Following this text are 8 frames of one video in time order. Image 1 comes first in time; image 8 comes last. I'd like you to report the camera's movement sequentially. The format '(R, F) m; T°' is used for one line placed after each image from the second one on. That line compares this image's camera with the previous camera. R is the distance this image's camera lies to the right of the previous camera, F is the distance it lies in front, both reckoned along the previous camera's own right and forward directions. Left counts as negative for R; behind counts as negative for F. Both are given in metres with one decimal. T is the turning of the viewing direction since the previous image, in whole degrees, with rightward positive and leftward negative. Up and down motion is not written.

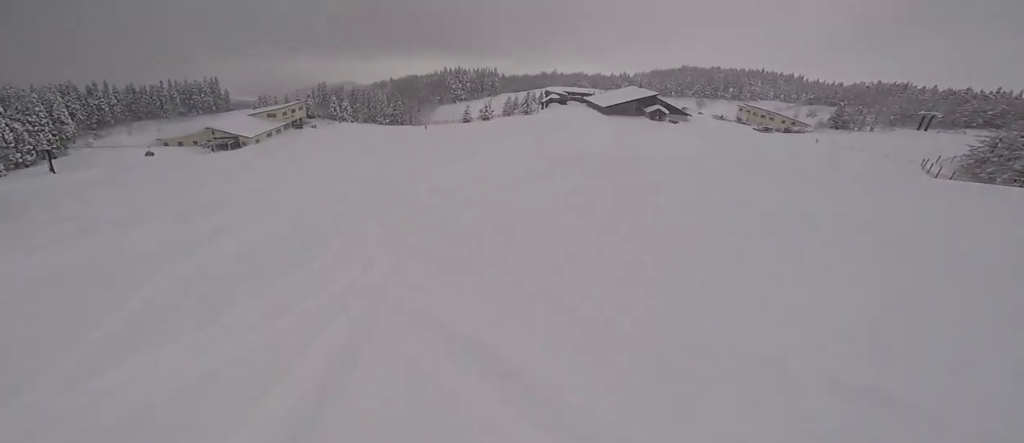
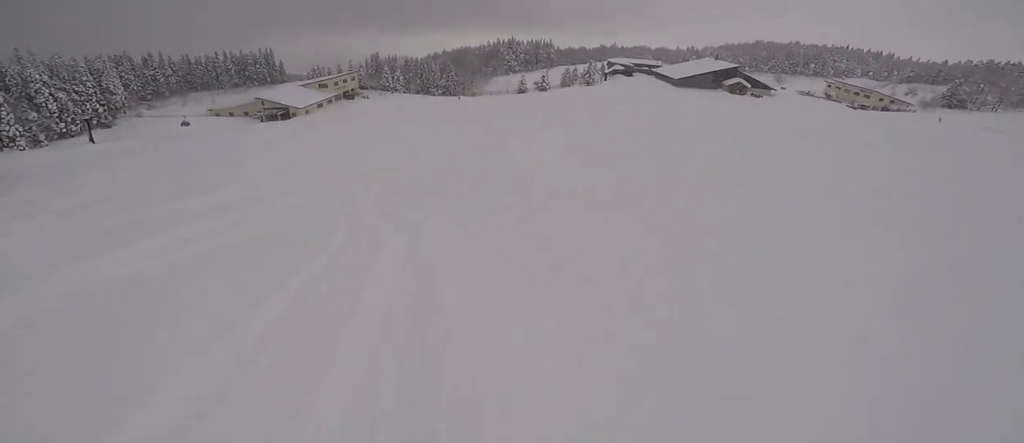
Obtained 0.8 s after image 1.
(-0.6, +9.9) m; -10°
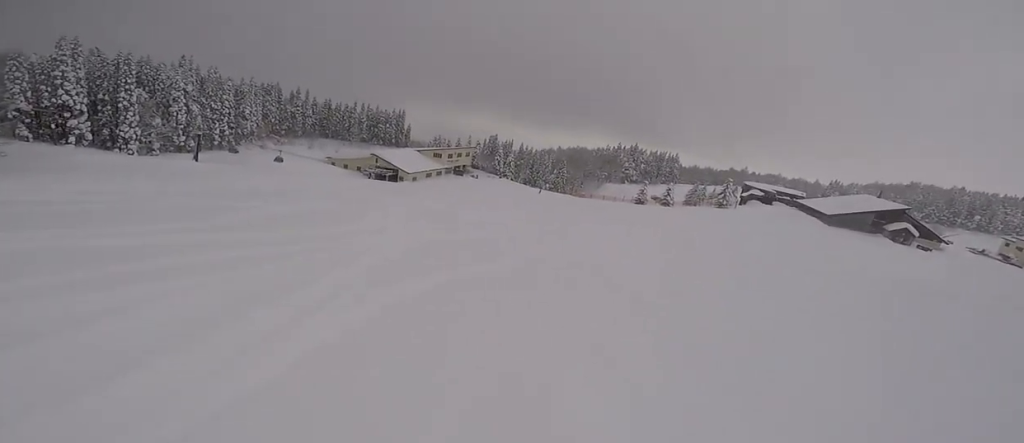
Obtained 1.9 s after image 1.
(-1.9, +14.1) m; -4°
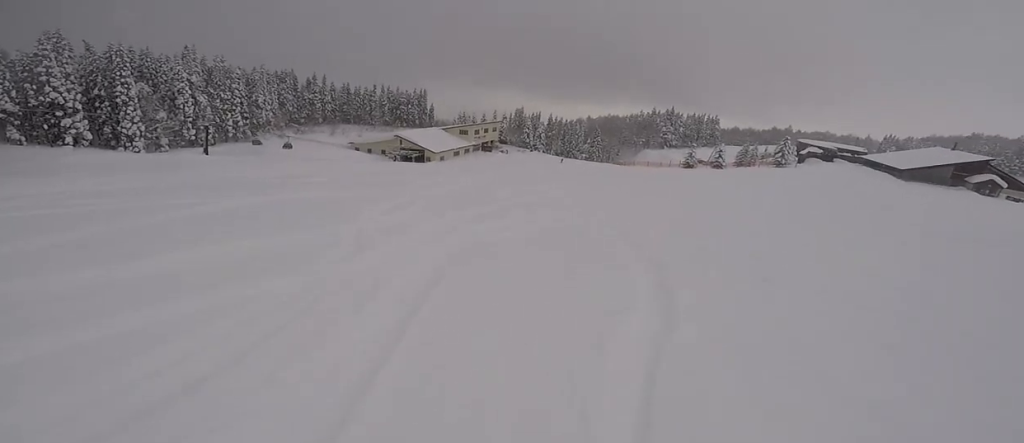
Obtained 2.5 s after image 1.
(+0.7, +7.8) m; +2°
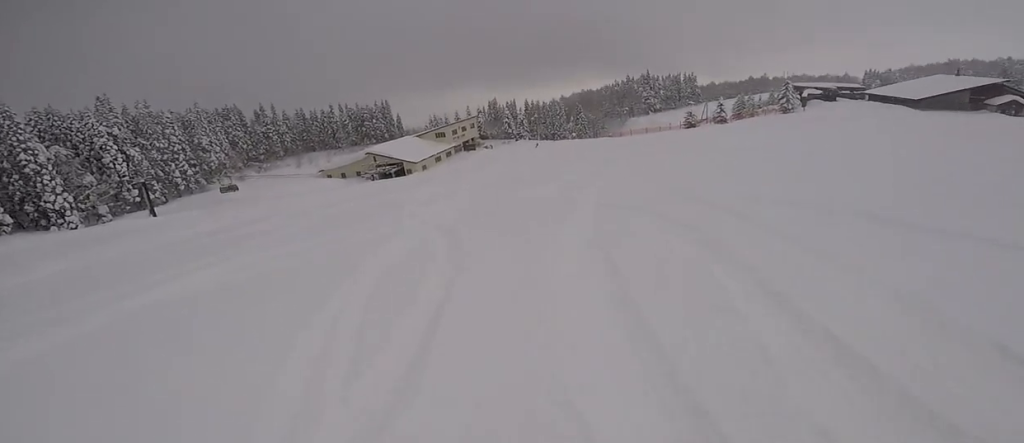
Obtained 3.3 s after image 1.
(+0.3, +10.1) m; +2°
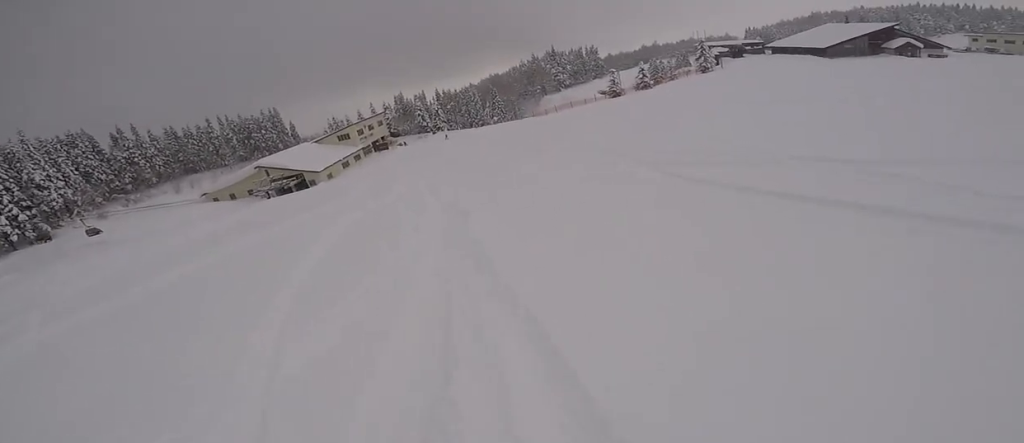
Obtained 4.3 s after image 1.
(-0.1, +13.0) m; +5°
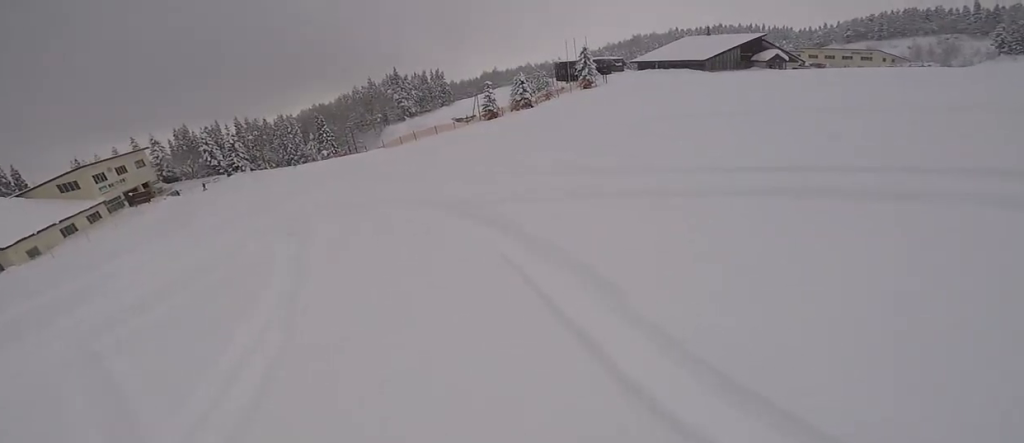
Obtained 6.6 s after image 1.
(+7.1, +26.6) m; +23°
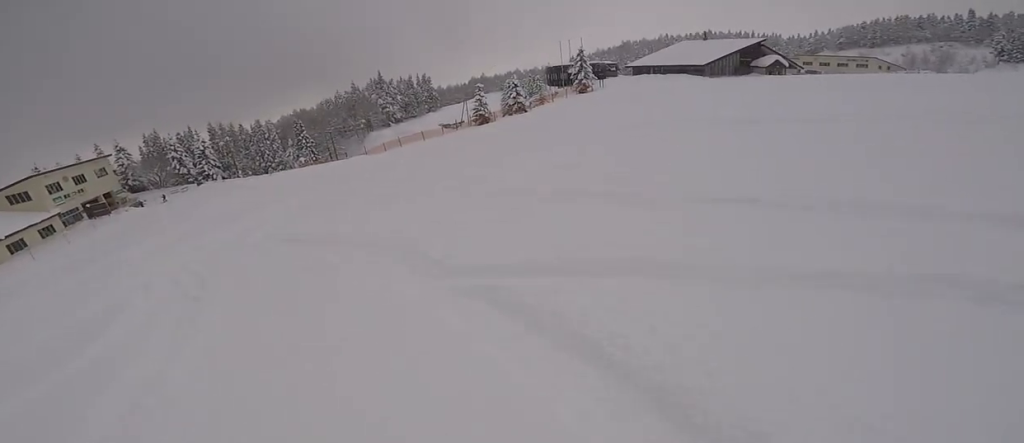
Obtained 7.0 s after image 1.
(+0.5, +4.8) m; 0°
